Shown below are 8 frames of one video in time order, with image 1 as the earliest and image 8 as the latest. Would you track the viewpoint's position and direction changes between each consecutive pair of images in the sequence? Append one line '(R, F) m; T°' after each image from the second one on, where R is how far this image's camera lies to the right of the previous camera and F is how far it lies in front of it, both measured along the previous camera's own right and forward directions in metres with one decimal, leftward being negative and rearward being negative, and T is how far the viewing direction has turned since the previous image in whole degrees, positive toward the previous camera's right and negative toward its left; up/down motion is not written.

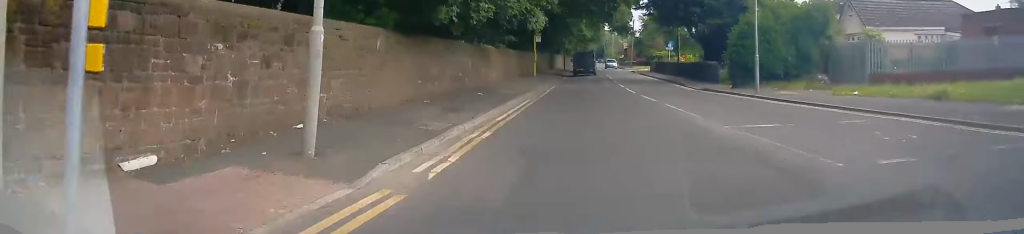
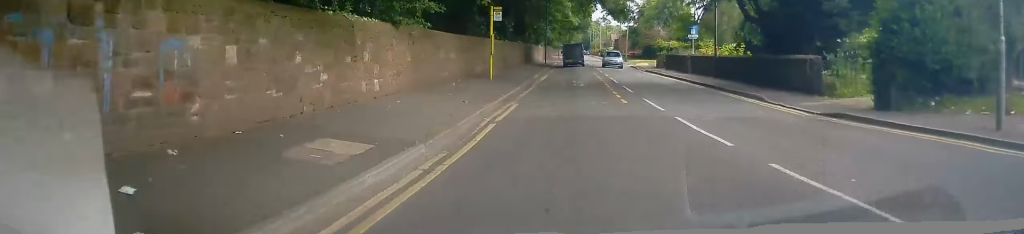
(+0.2, +15.6) m; +3°
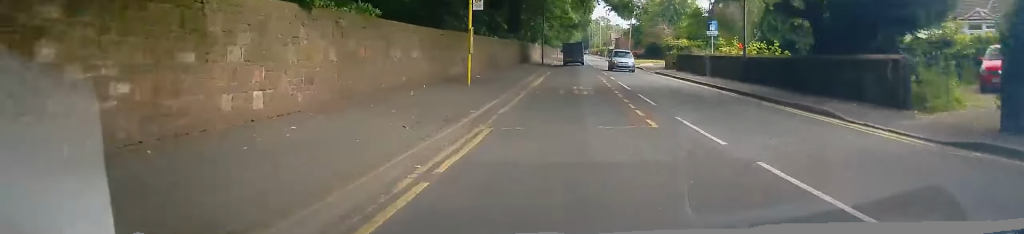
(+0.1, +5.0) m; 0°
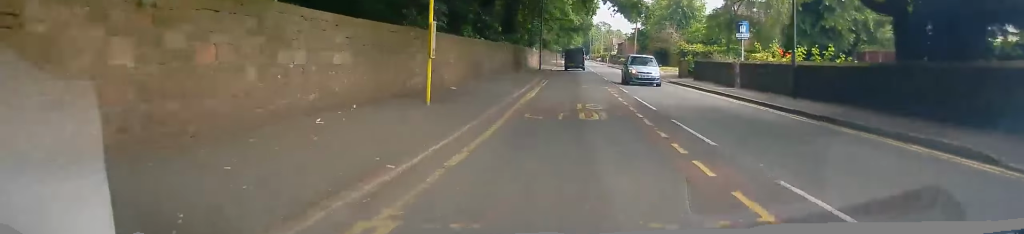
(0.0, +5.4) m; -1°
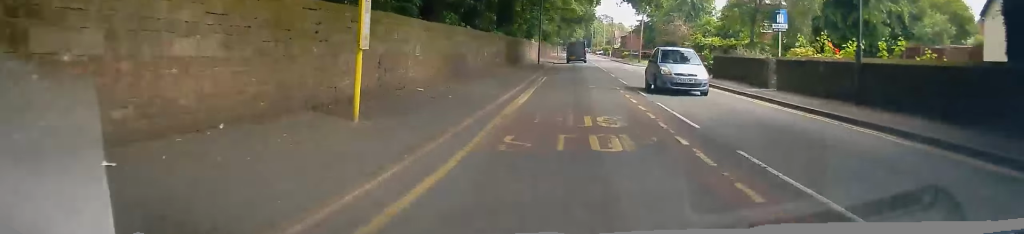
(-0.1, +4.5) m; 0°
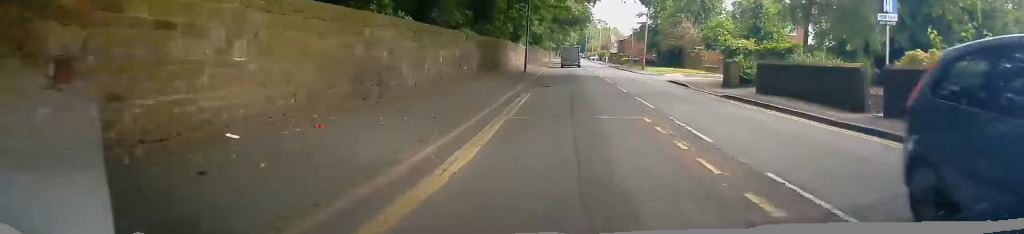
(-0.1, +8.2) m; +1°
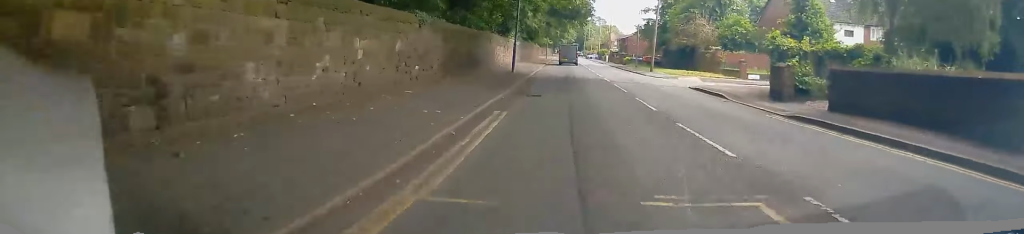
(+0.3, +6.9) m; -1°
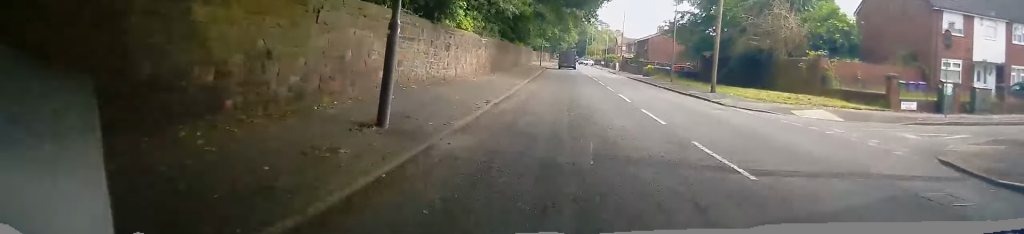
(-0.8, +20.0) m; -1°
